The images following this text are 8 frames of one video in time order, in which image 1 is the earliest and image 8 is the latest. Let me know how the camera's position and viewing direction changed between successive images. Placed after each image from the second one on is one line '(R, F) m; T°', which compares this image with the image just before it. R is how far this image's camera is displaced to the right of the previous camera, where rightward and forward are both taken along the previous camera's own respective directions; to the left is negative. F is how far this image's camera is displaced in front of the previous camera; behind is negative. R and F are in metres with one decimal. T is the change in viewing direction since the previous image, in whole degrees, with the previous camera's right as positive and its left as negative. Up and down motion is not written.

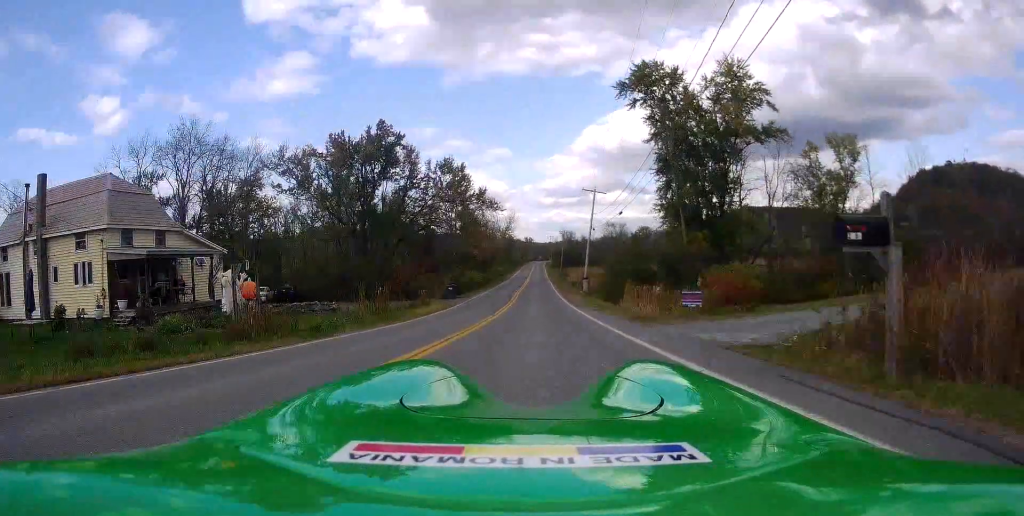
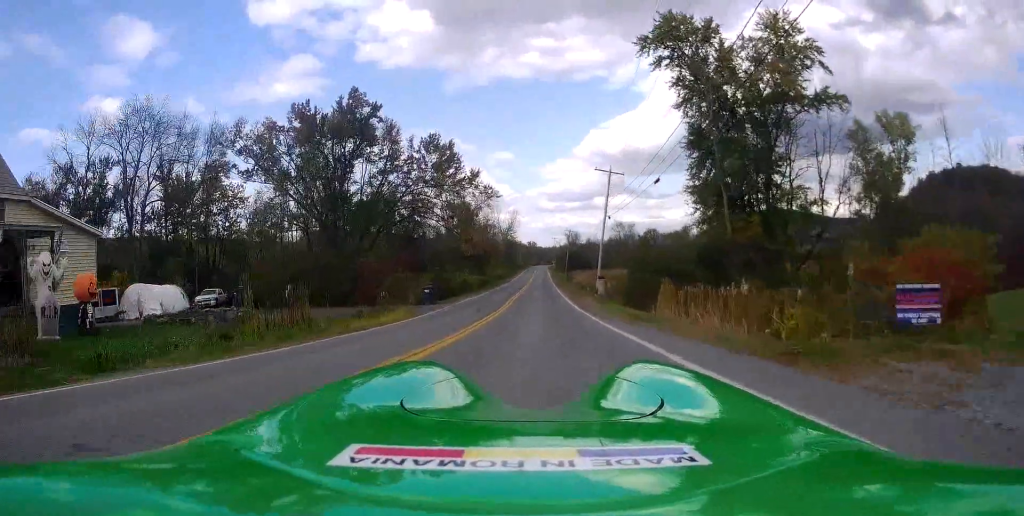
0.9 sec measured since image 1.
(-0.3, +10.0) m; -2°
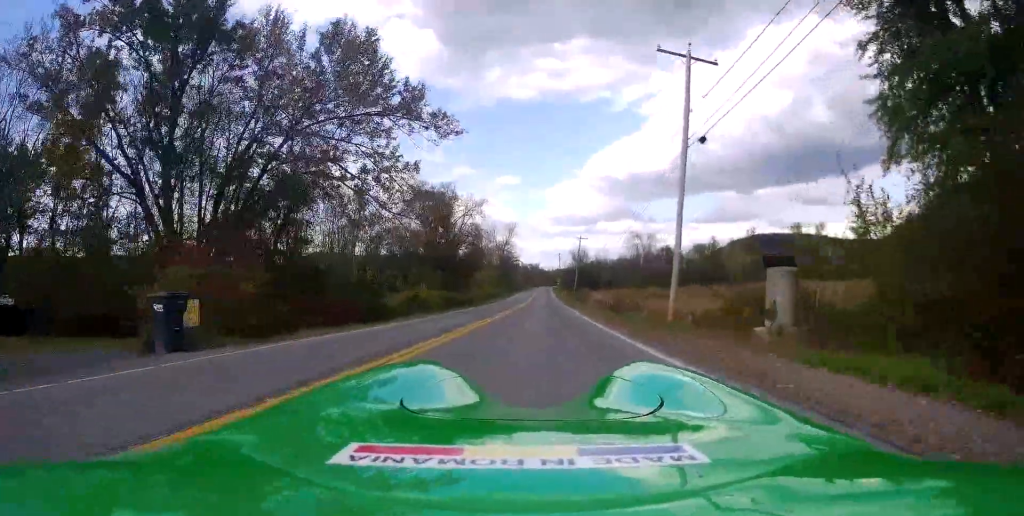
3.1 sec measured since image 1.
(+0.8, +26.4) m; +1°
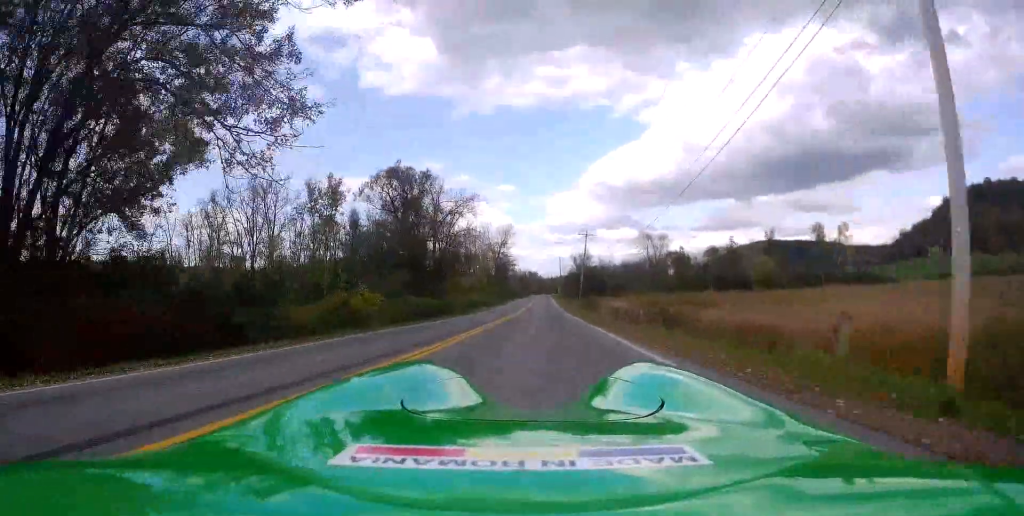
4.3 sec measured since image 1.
(-0.4, +14.9) m; -1°
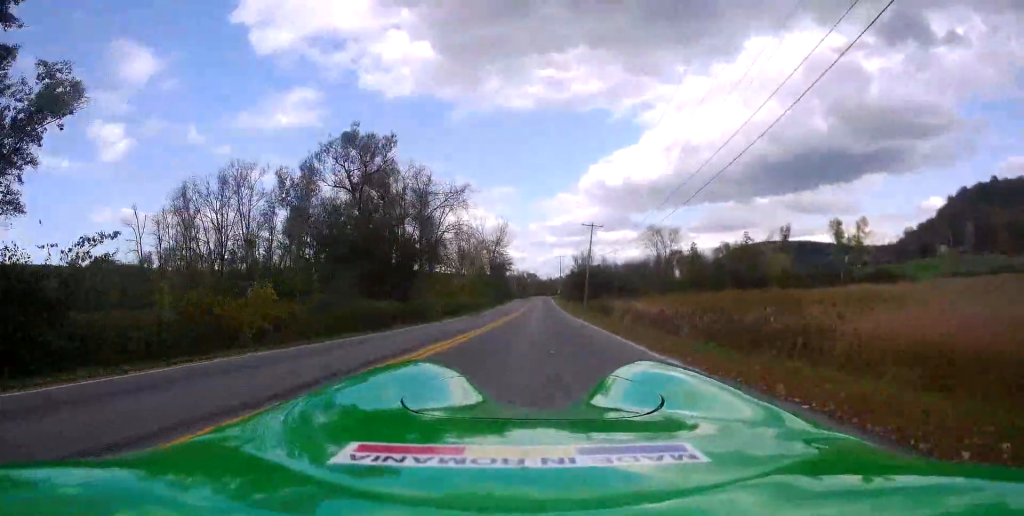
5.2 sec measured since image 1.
(+0.1, +11.3) m; +1°
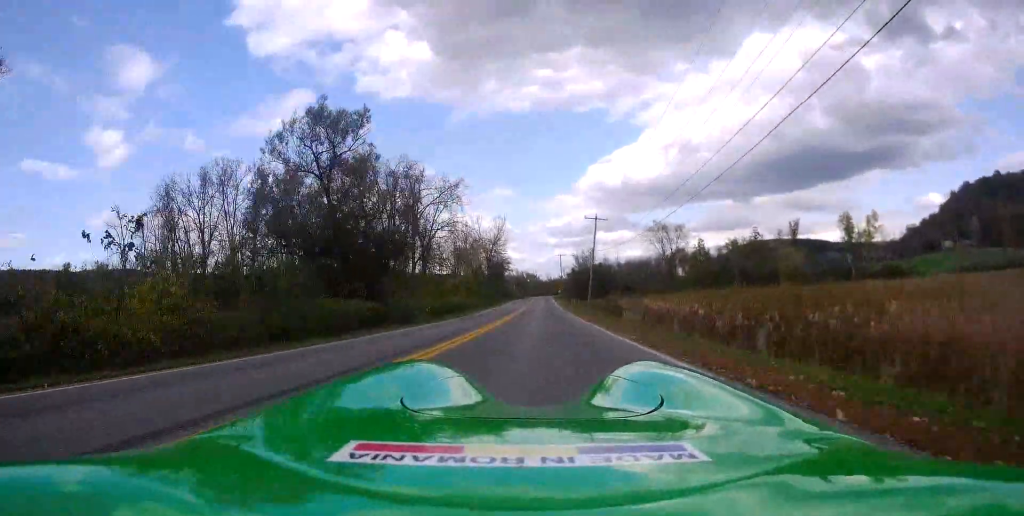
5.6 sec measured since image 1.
(+0.2, +5.4) m; 0°
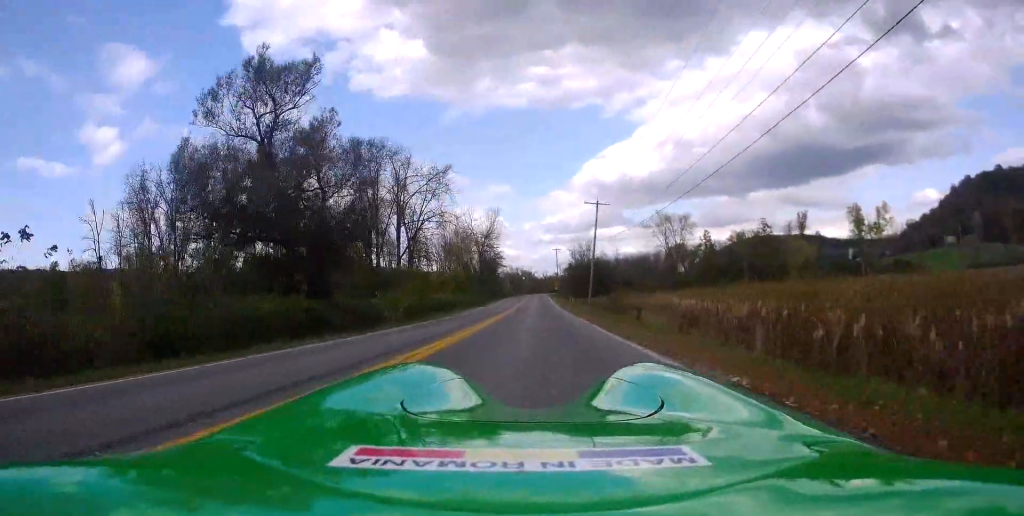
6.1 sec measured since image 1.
(0.0, +7.1) m; 0°
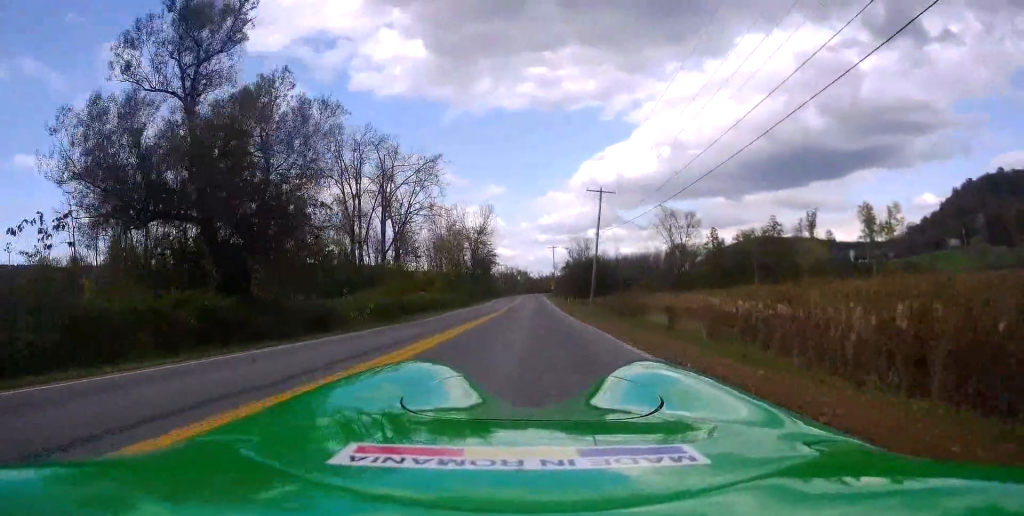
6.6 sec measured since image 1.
(-0.2, +6.6) m; 0°
